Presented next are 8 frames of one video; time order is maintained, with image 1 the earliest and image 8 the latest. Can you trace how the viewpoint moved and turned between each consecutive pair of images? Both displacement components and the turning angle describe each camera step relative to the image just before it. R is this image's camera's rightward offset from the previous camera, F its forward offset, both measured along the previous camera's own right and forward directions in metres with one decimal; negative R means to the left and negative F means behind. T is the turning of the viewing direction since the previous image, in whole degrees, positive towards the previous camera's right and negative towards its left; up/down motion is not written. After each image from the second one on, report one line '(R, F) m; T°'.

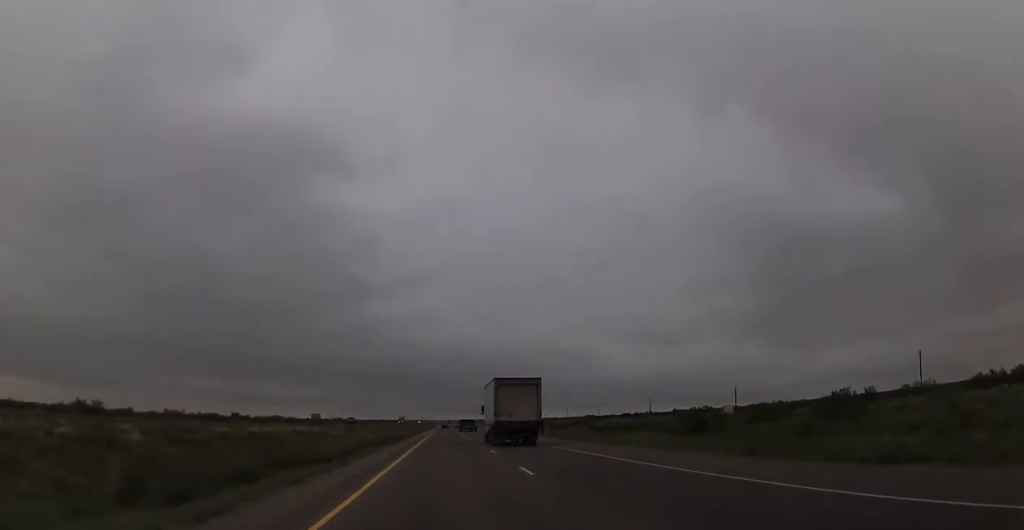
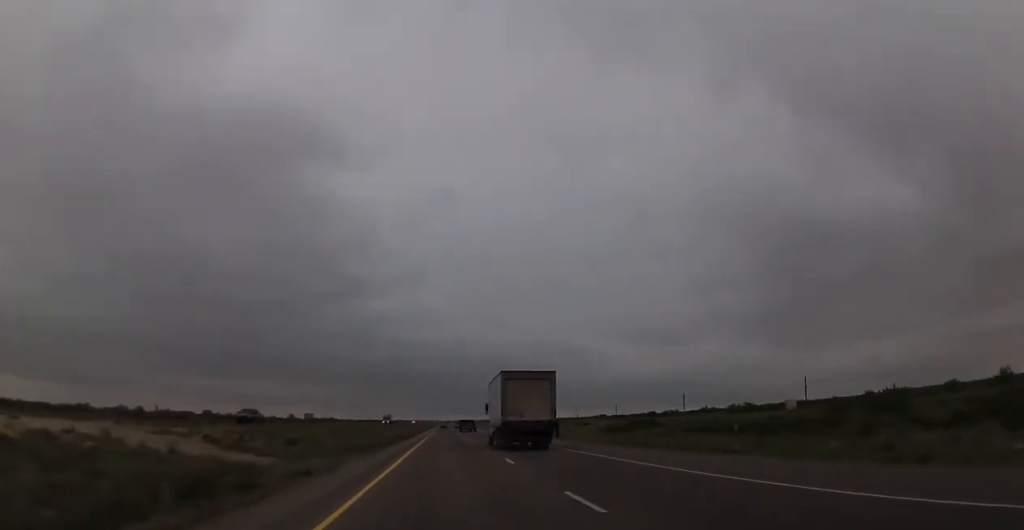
(-0.1, +43.7) m; 0°
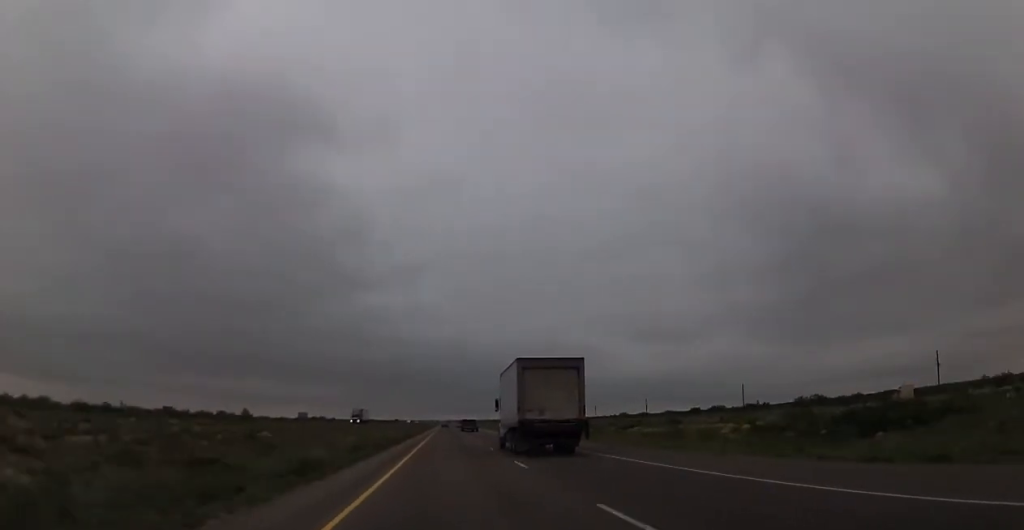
(+0.2, +50.7) m; 0°
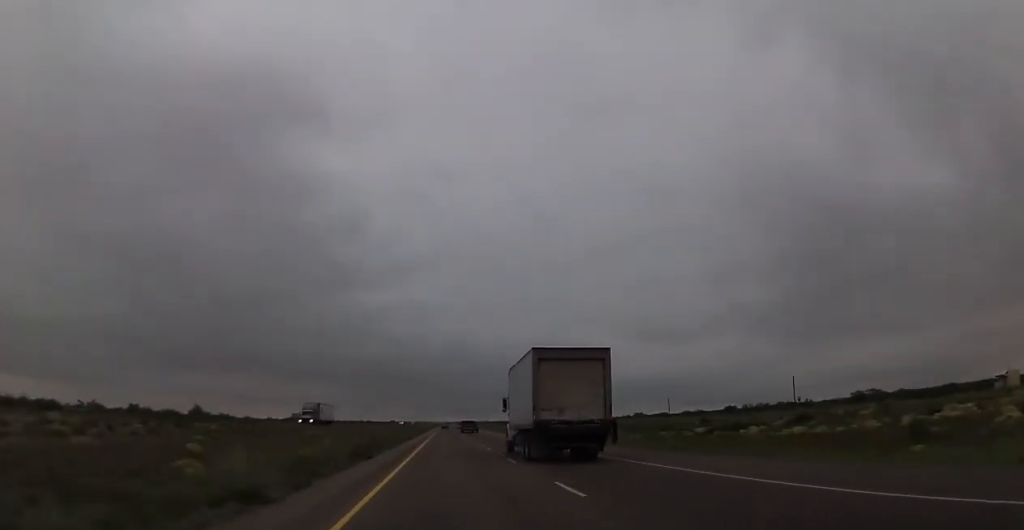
(0.0, +31.8) m; 0°
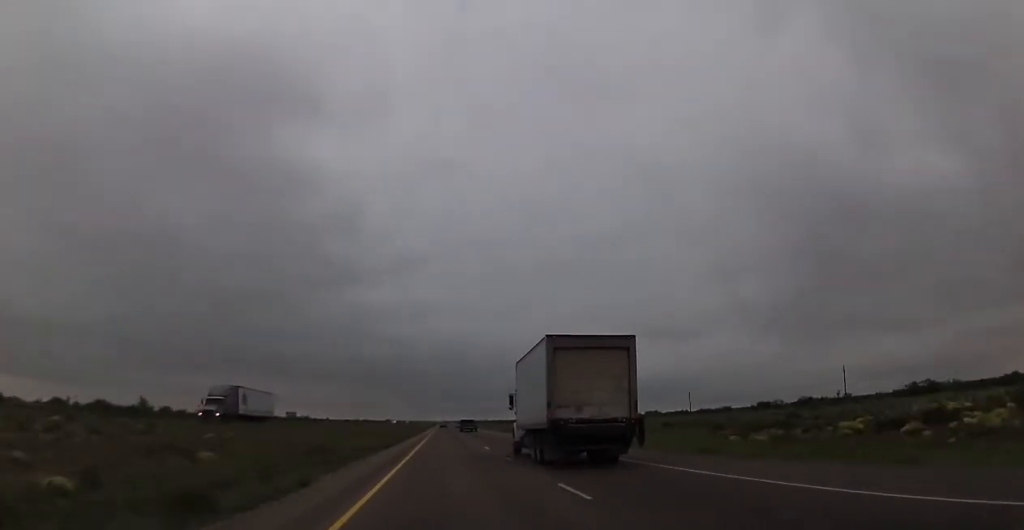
(+0.1, +24.8) m; 0°
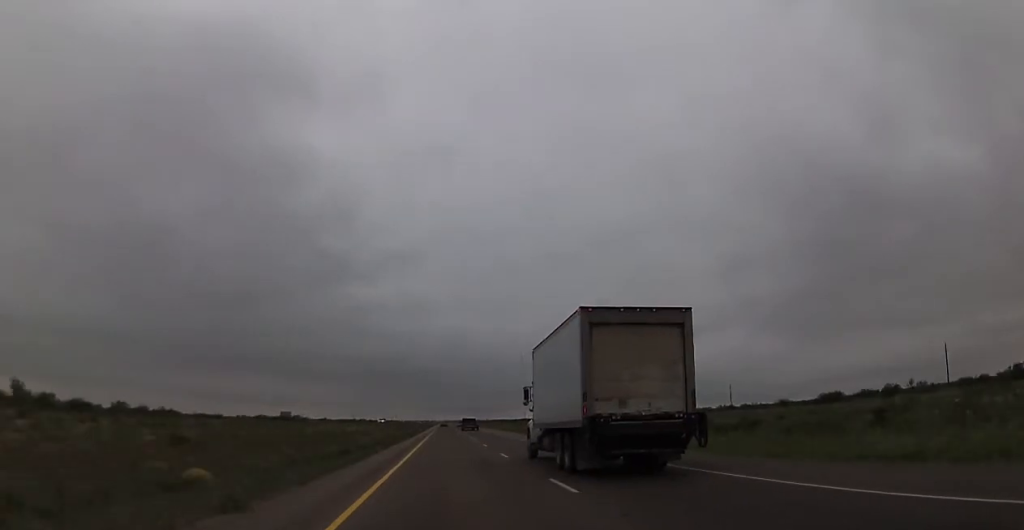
(0.0, +35.5) m; 0°
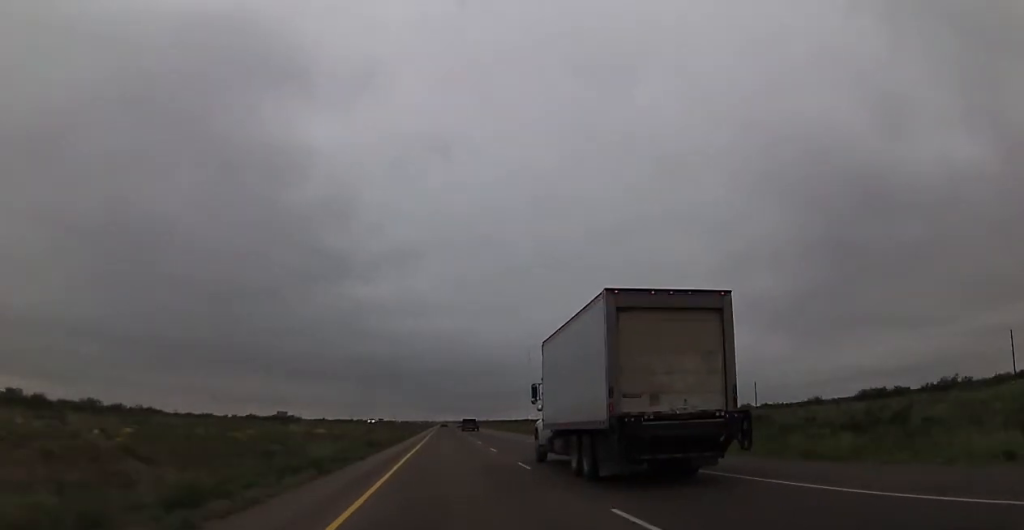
(0.0, +17.7) m; 0°
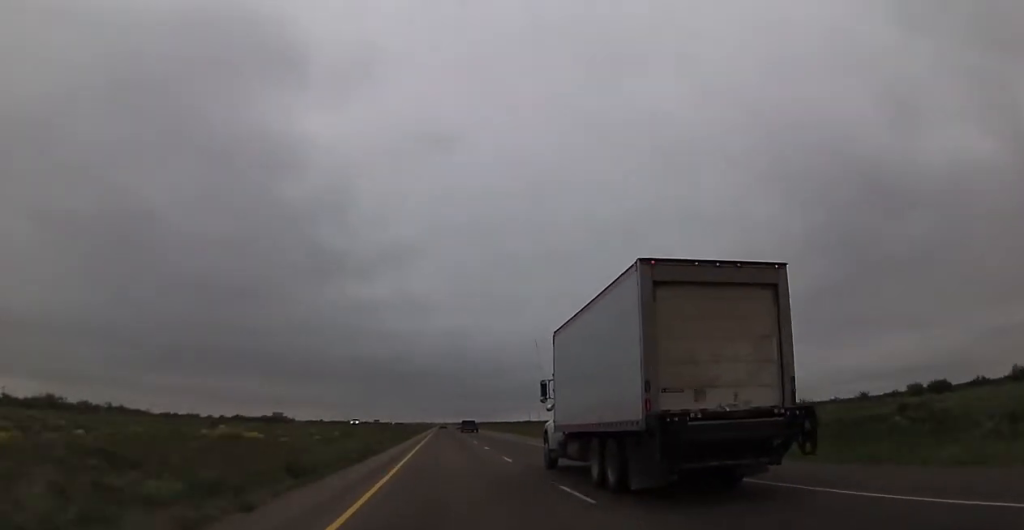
(0.0, +20.1) m; 0°
